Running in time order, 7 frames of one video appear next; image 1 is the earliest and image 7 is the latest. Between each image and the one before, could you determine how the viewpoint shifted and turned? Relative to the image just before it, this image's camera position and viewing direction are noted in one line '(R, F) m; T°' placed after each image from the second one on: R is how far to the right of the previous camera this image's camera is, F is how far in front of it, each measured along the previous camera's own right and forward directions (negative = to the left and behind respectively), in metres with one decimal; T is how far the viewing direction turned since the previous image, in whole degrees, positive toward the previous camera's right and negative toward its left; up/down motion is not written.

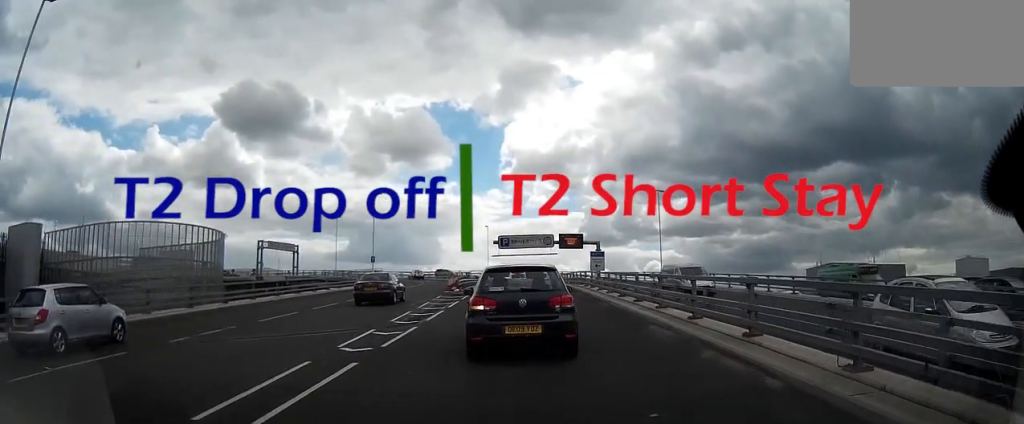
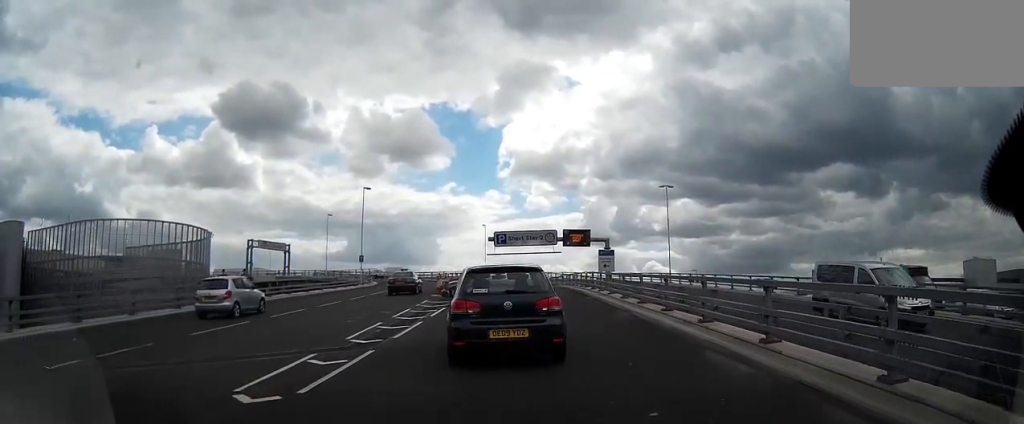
(-0.1, +3.0) m; +2°
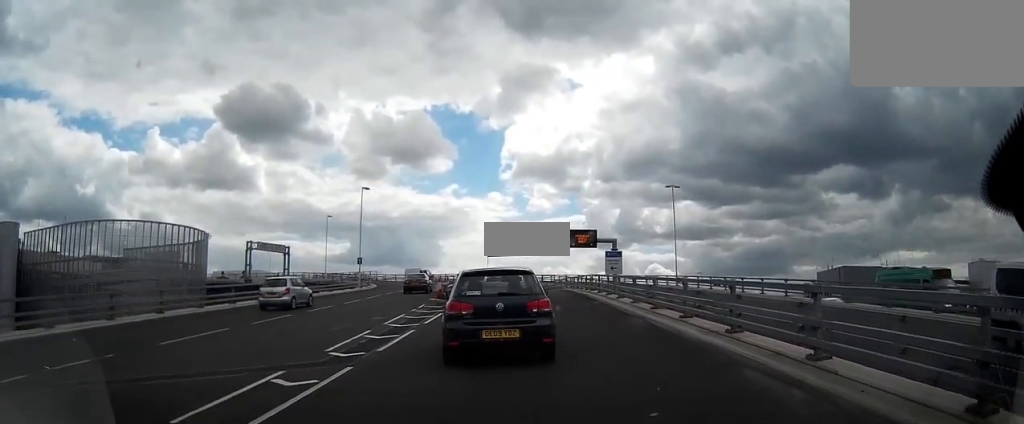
(0.0, +1.6) m; +4°
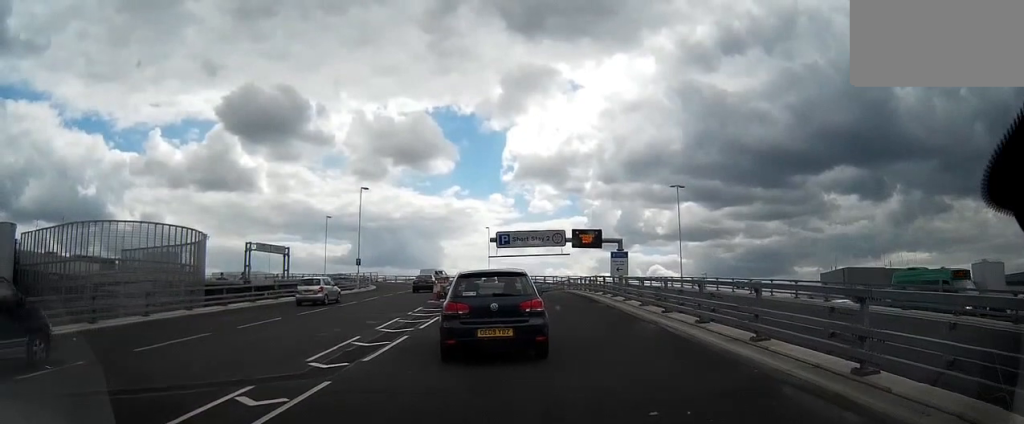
(+0.1, +1.5) m; +2°
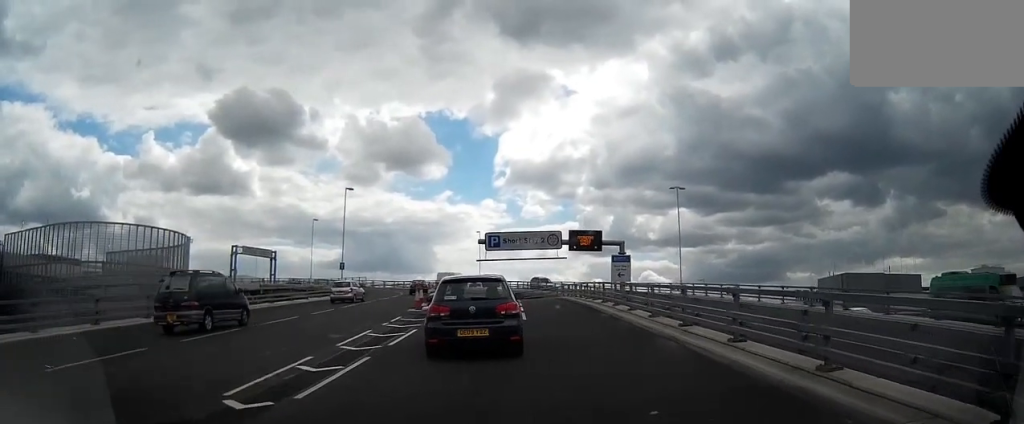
(+0.1, +3.1) m; +2°
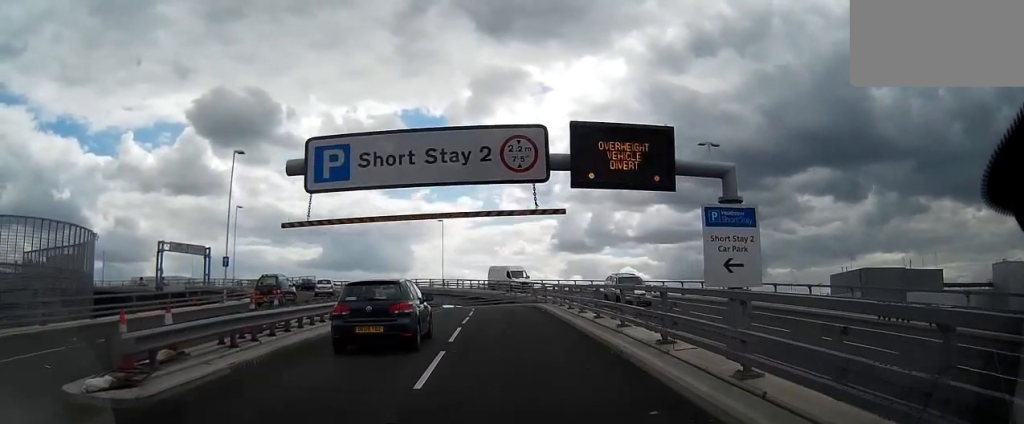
(-0.4, +11.0) m; -3°
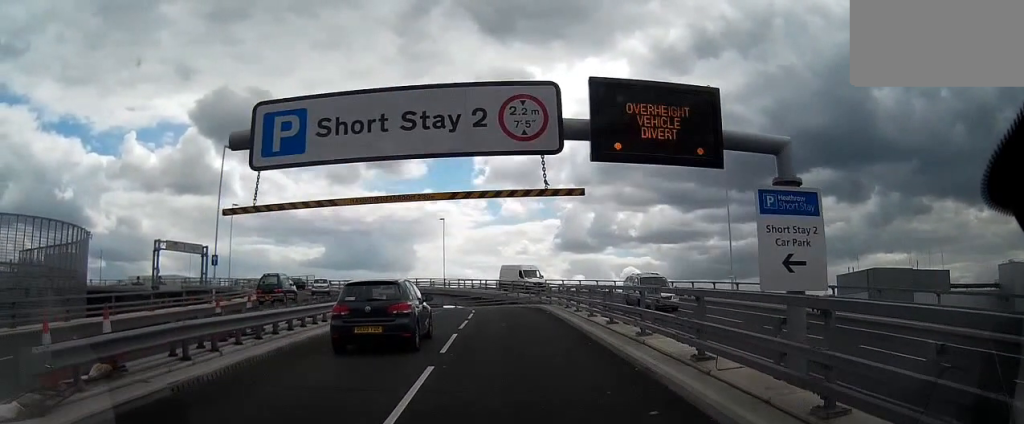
(0.0, +2.9) m; 0°
